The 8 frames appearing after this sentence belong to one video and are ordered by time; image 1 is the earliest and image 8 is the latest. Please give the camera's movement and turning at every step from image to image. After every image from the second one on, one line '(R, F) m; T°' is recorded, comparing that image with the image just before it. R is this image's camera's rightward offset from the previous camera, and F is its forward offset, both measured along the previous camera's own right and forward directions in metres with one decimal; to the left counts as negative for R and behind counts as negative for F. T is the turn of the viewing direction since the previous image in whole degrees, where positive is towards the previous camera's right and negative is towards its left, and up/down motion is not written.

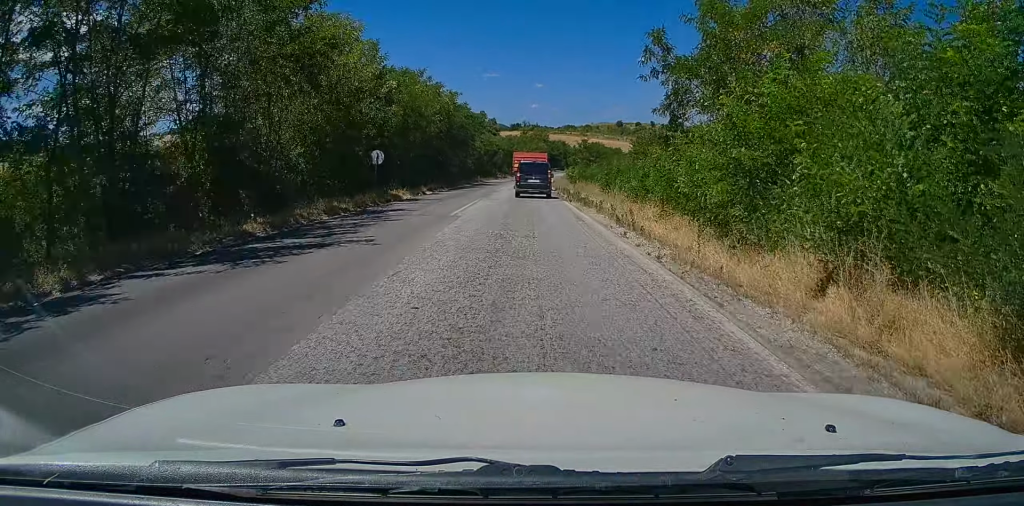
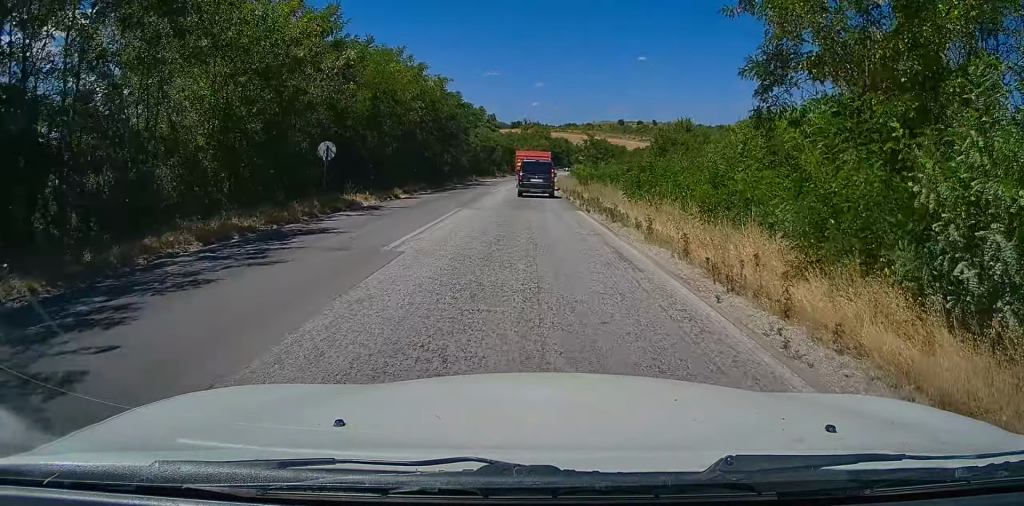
(0.0, +8.1) m; 0°
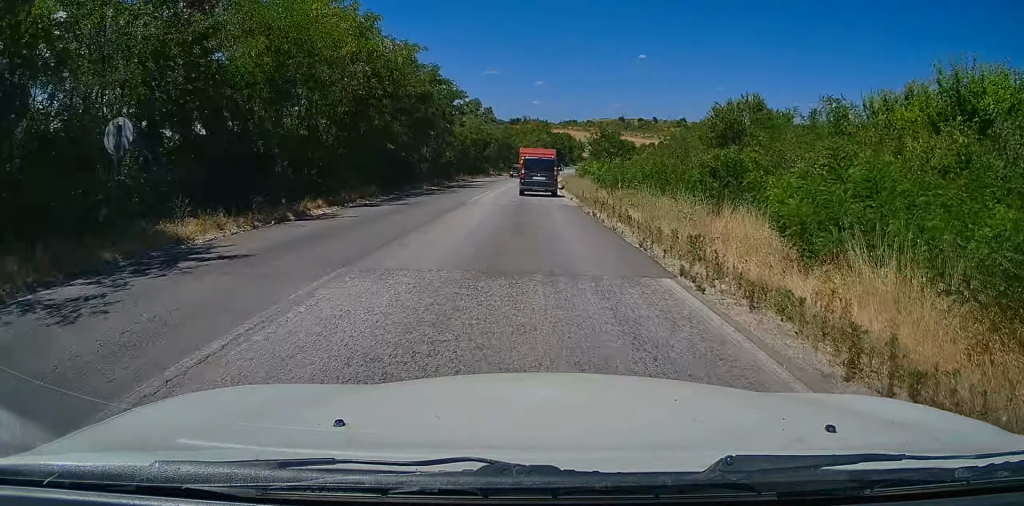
(+0.1, +12.9) m; 0°
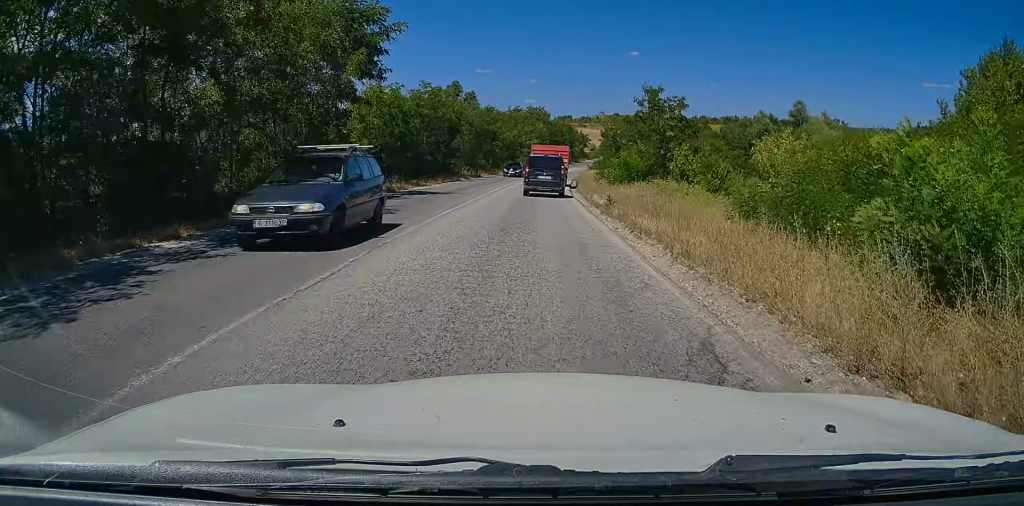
(0.0, +29.2) m; 0°
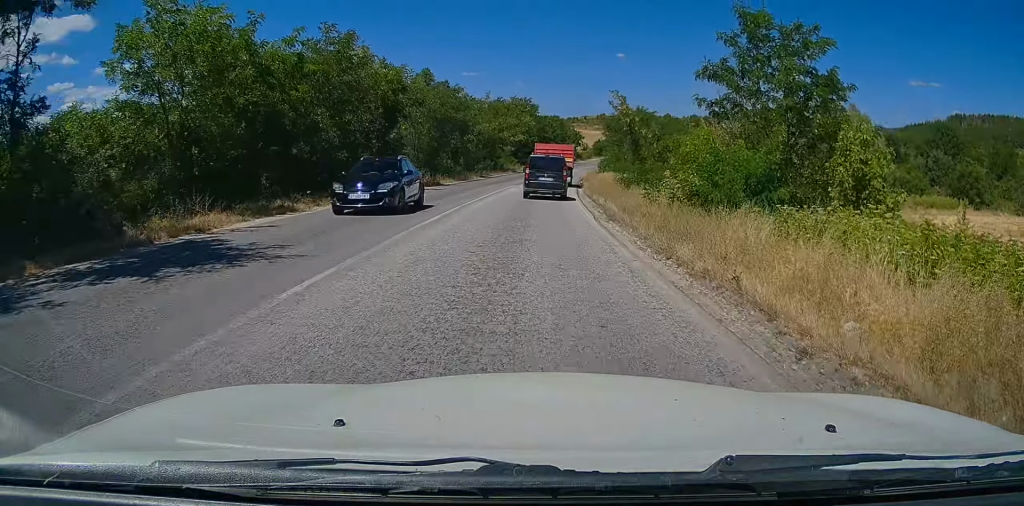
(+0.1, +19.8) m; +1°
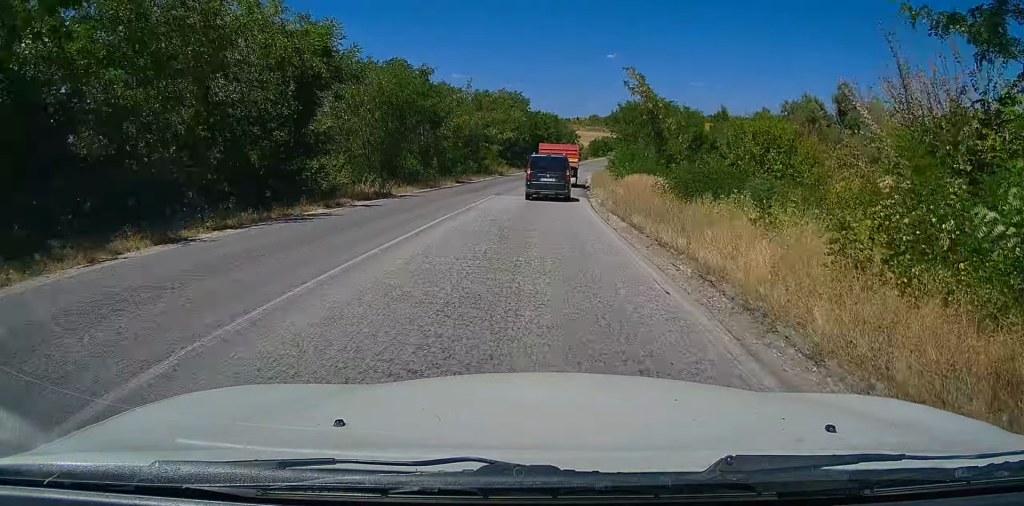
(+0.1, +12.2) m; +1°
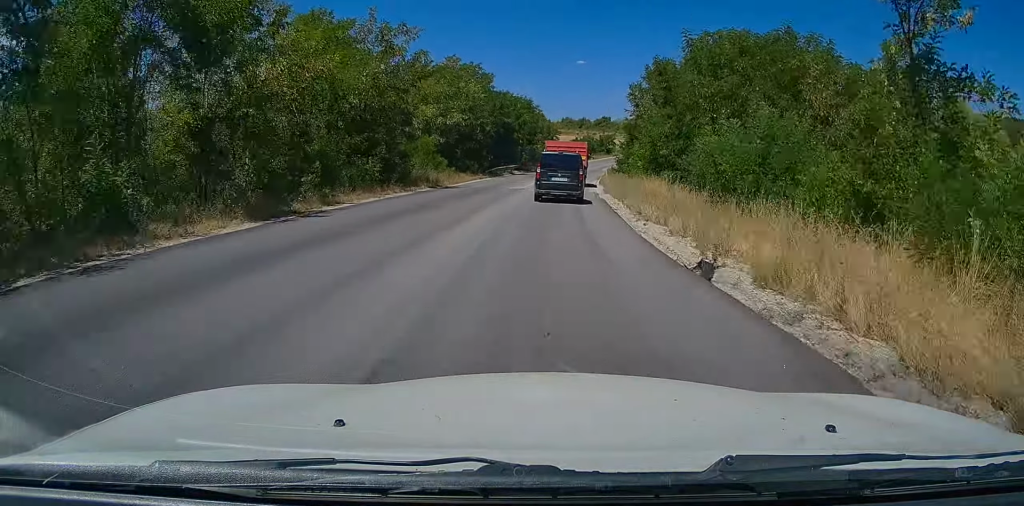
(+0.3, +28.7) m; +2°
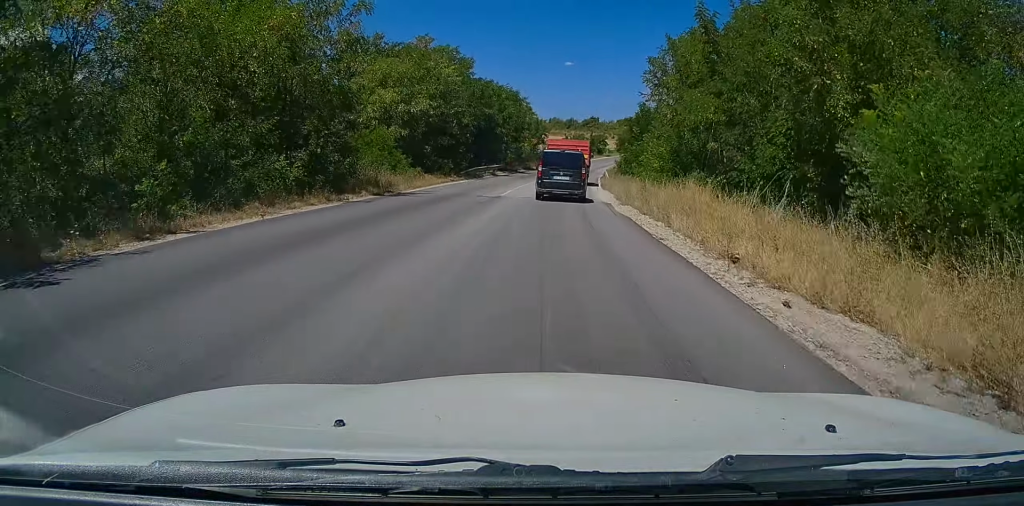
(+0.2, +9.2) m; +1°
